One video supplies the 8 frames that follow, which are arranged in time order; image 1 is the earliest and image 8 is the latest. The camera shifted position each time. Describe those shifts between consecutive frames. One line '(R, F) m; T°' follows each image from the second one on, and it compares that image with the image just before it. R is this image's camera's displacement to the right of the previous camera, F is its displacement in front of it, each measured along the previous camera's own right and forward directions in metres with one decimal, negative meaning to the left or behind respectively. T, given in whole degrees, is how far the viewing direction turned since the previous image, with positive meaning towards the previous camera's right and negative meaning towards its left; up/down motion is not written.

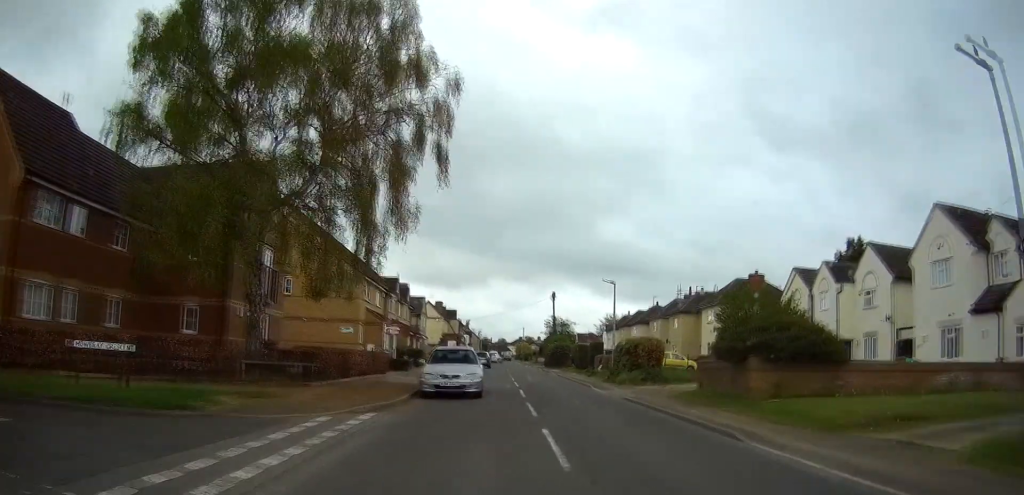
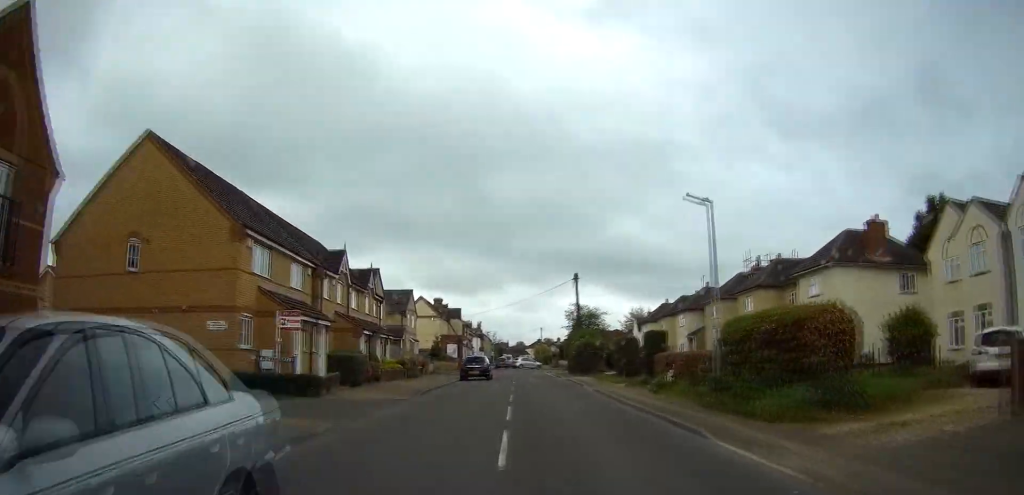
(+0.3, +17.8) m; 0°
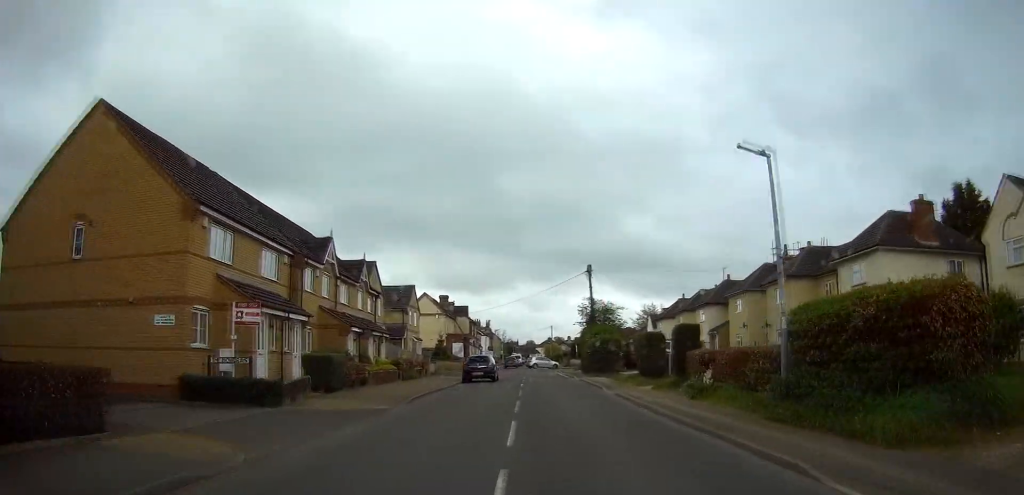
(-0.1, +4.1) m; -1°
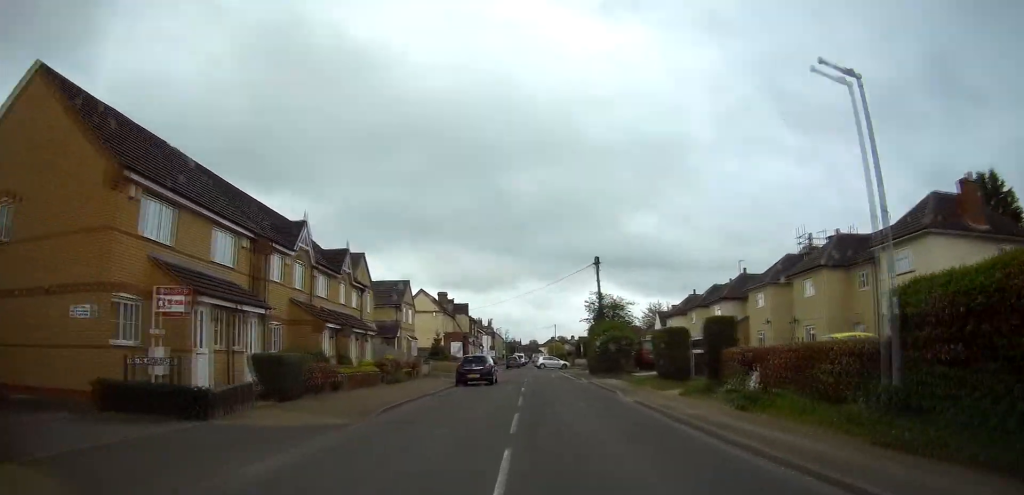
(0.0, +4.1) m; -1°
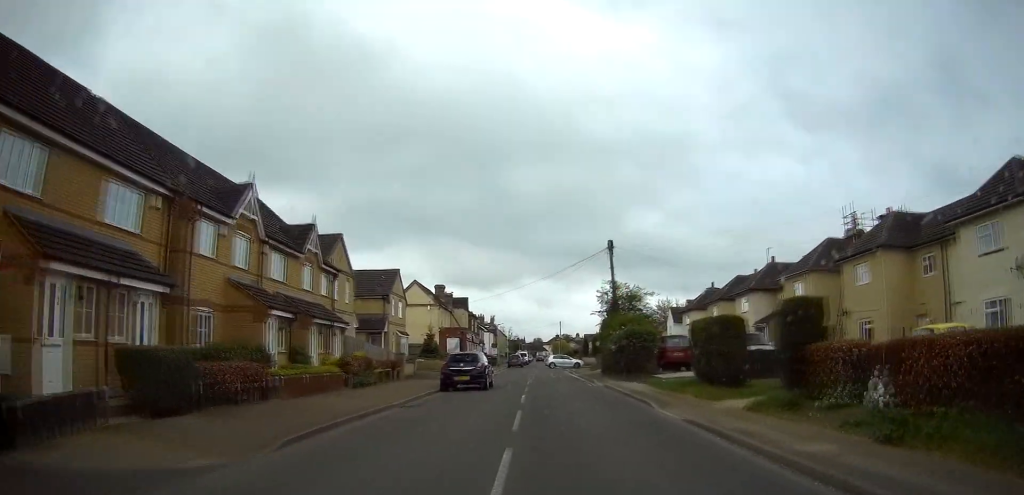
(0.0, +6.1) m; 0°
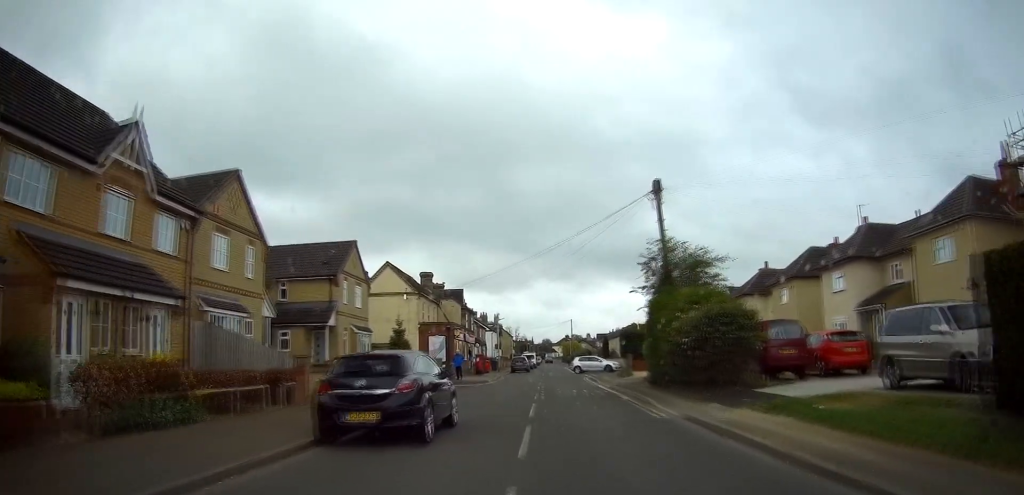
(-0.1, +14.6) m; -1°
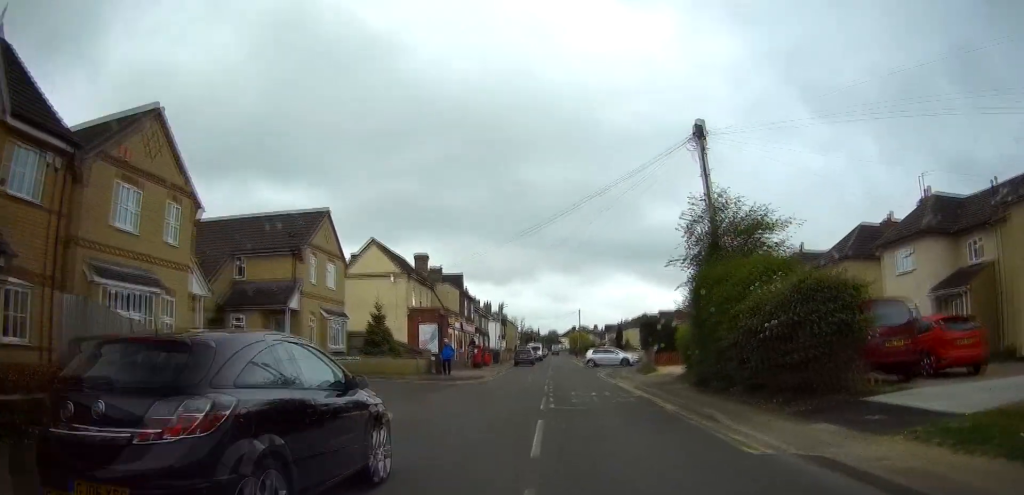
(0.0, +6.4) m; -1°
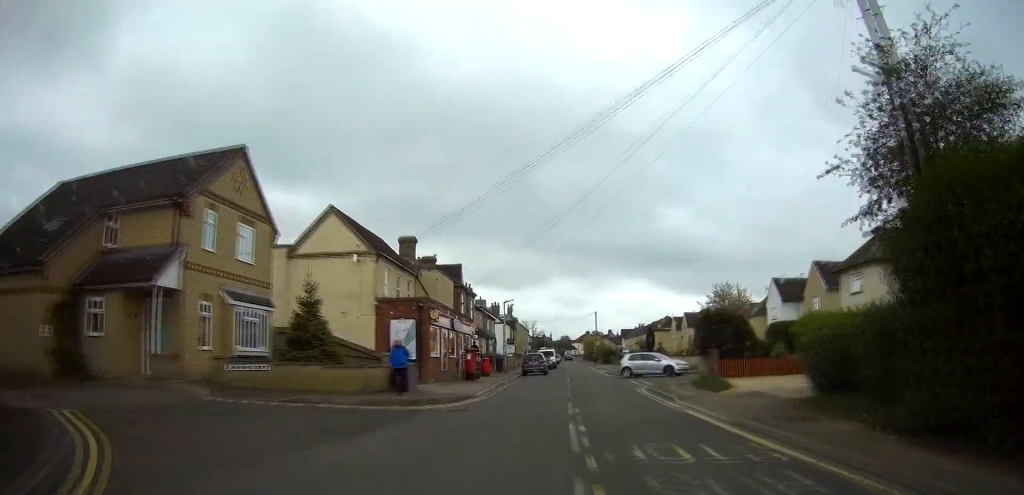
(-0.2, +11.2) m; 0°
